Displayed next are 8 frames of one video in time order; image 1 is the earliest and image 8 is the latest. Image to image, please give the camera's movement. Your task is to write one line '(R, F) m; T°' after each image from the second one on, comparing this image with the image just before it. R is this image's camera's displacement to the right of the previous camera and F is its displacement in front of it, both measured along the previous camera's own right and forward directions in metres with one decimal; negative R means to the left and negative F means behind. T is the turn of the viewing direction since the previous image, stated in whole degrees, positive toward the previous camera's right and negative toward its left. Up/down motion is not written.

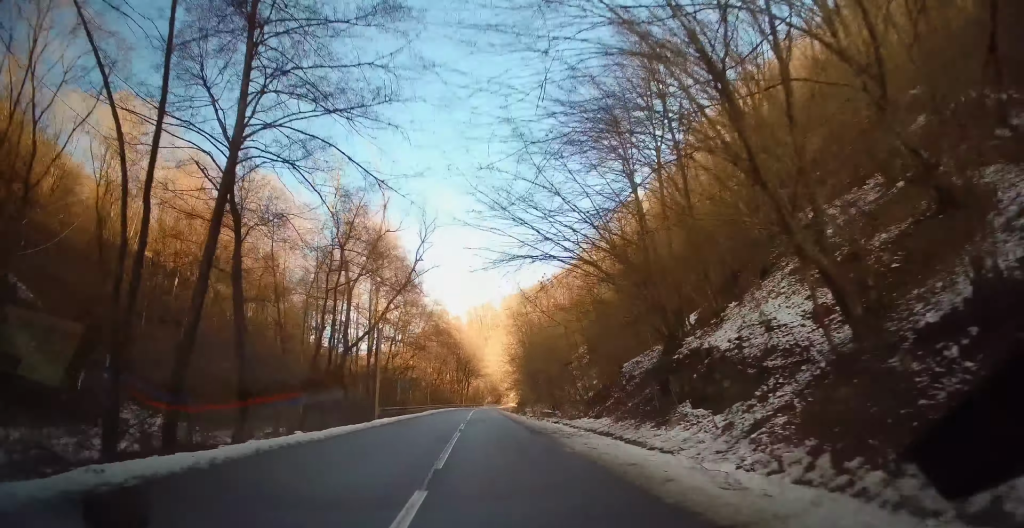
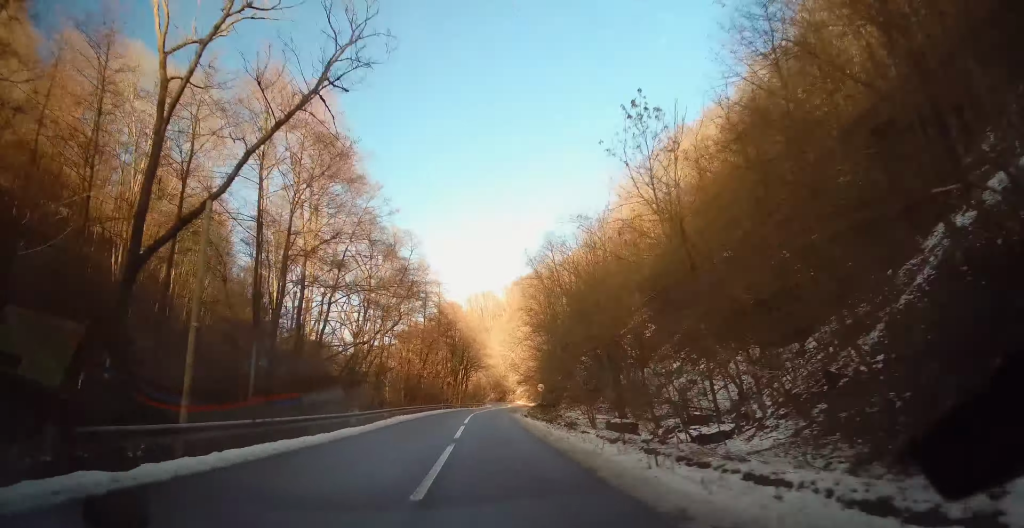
(0.0, +24.9) m; 0°
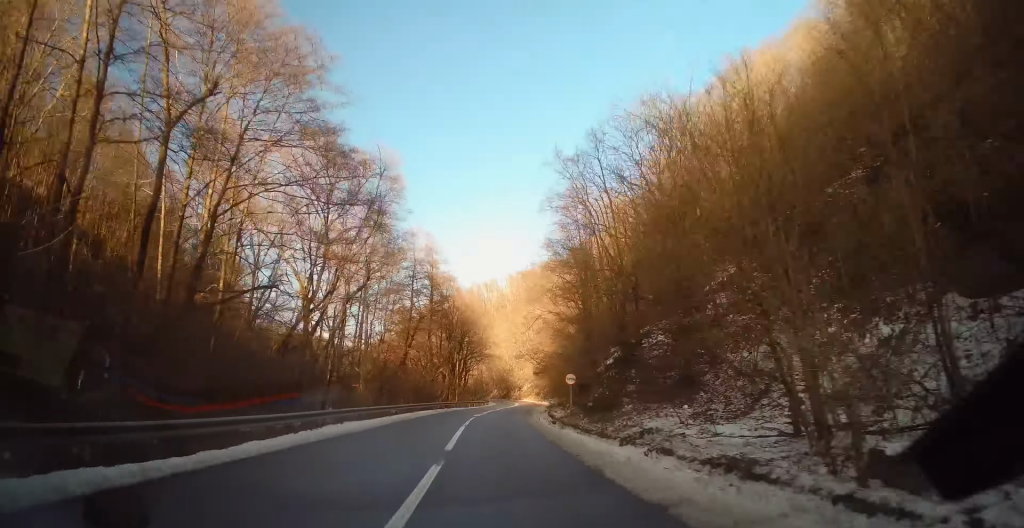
(0.0, +16.2) m; +1°
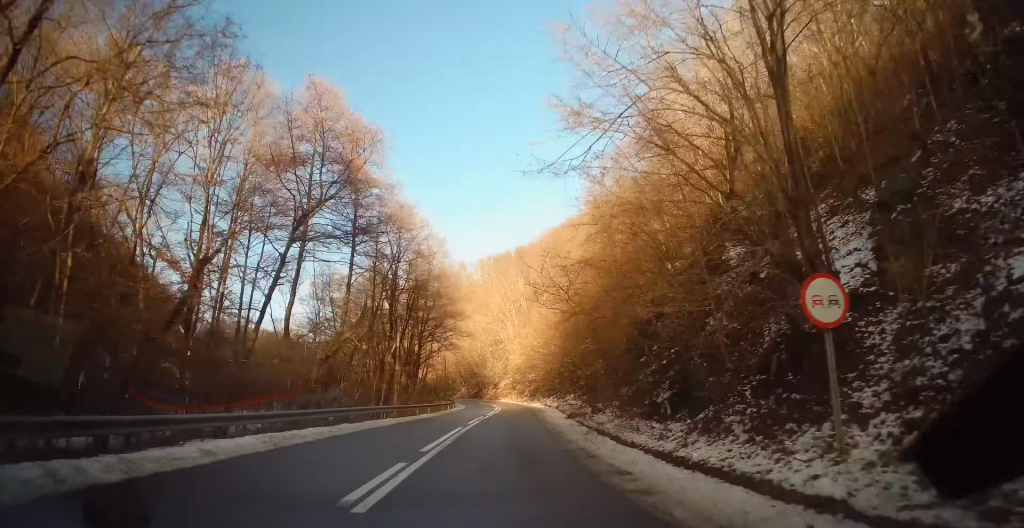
(+0.6, +28.7) m; +4°
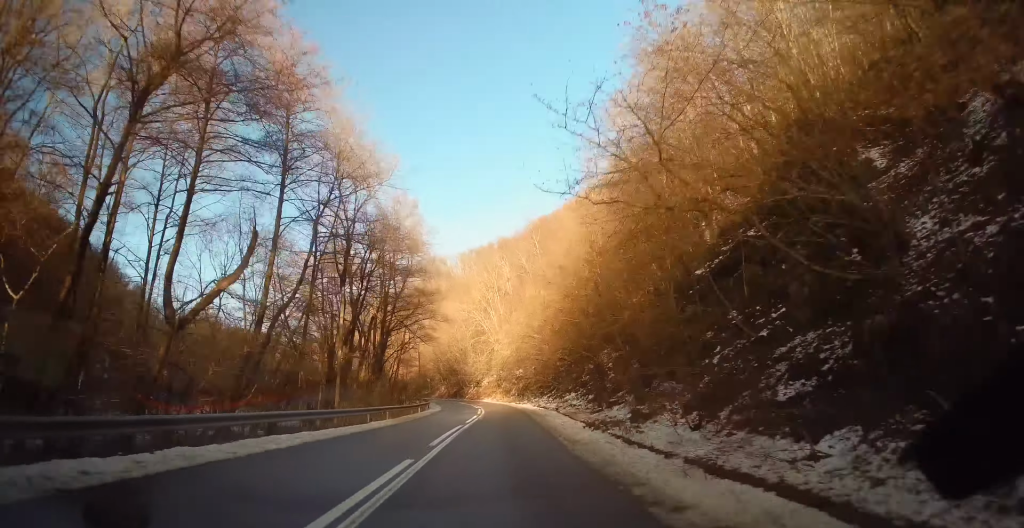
(+0.3, +10.6) m; +2°
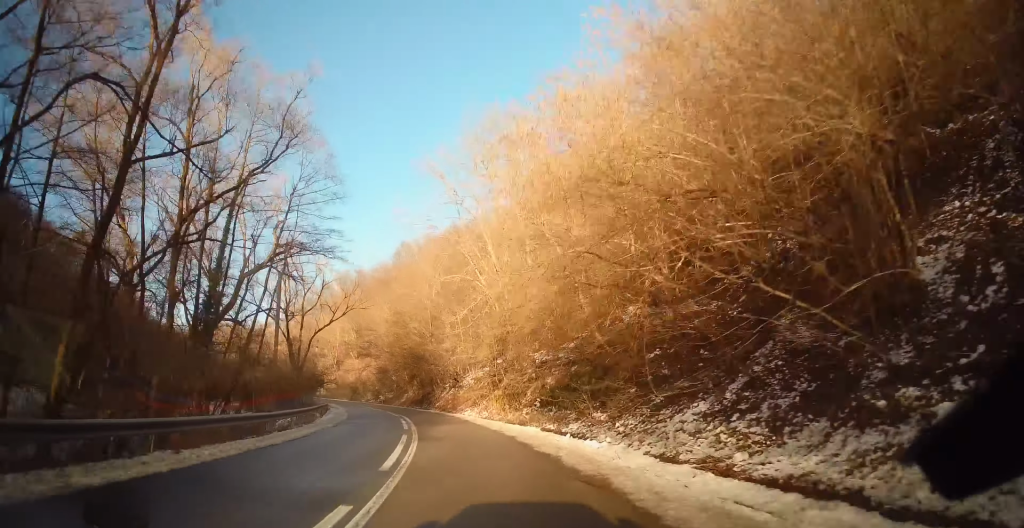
(-0.2, +40.2) m; -5°
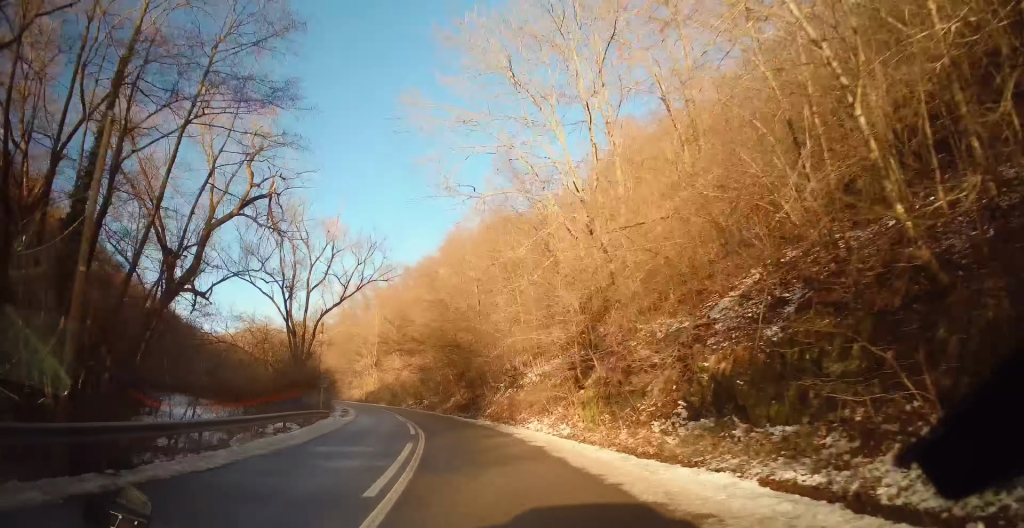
(-0.5, +14.3) m; -4°
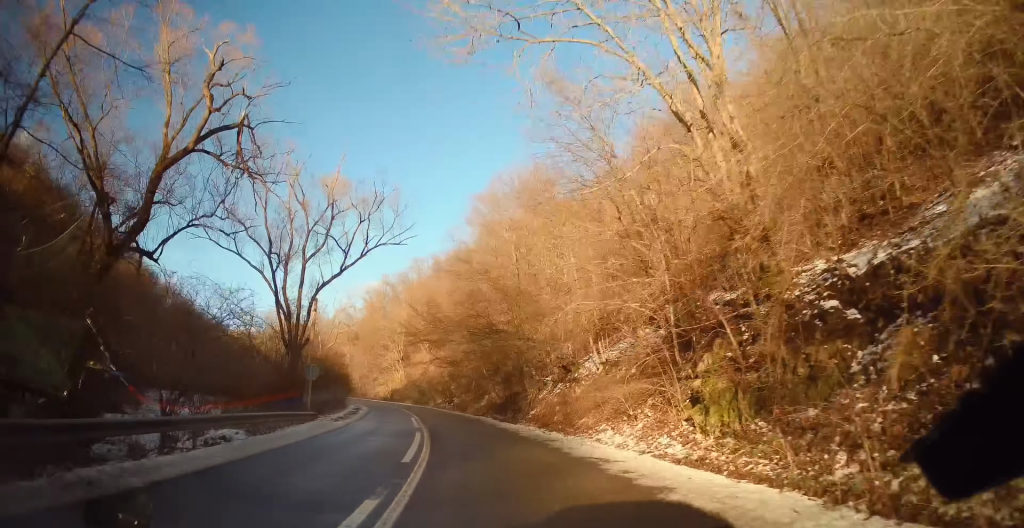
(+0.1, +8.7) m; -3°
